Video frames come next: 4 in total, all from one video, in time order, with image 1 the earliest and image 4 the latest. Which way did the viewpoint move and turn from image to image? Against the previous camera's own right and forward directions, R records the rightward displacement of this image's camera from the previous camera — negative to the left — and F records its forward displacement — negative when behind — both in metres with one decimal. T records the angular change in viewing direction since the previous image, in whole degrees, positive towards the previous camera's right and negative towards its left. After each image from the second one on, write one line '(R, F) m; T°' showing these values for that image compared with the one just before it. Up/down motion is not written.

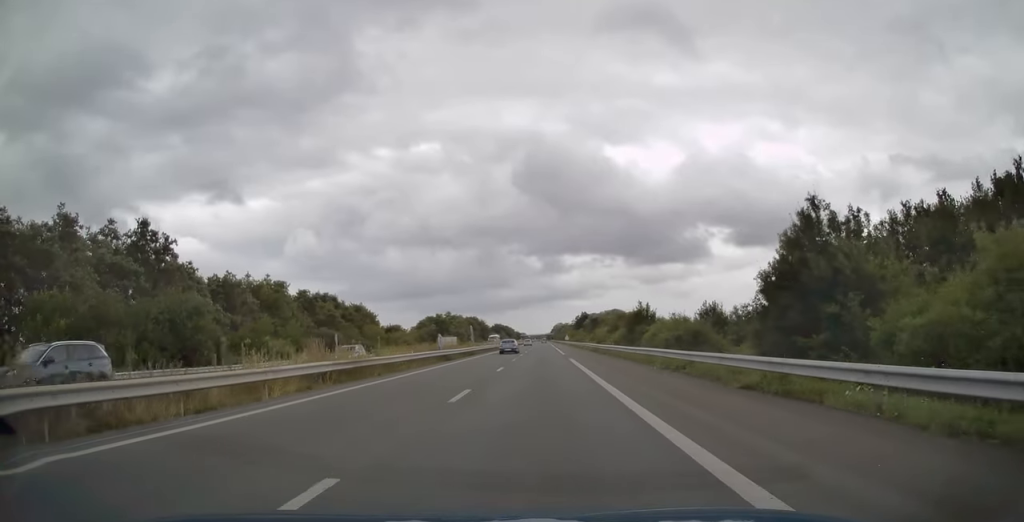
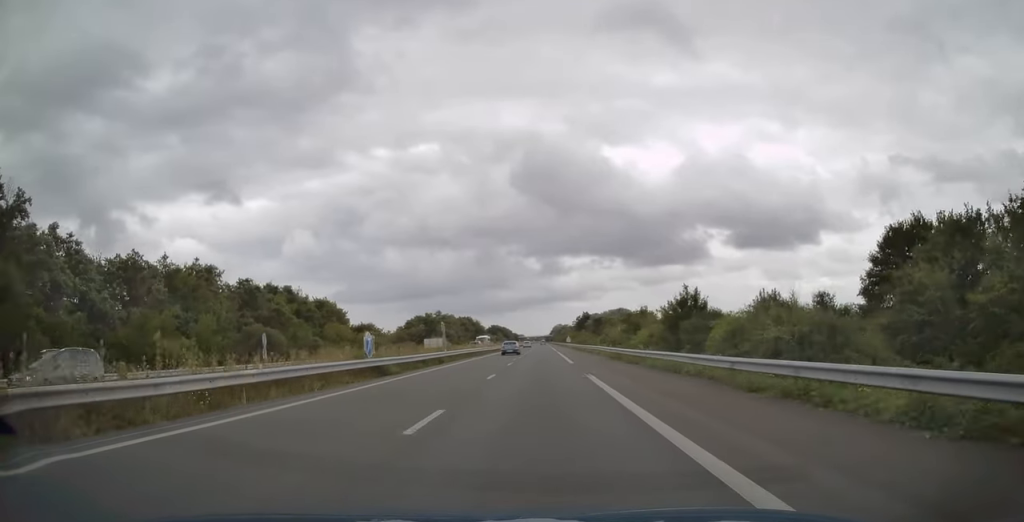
(-0.1, +17.2) m; 0°
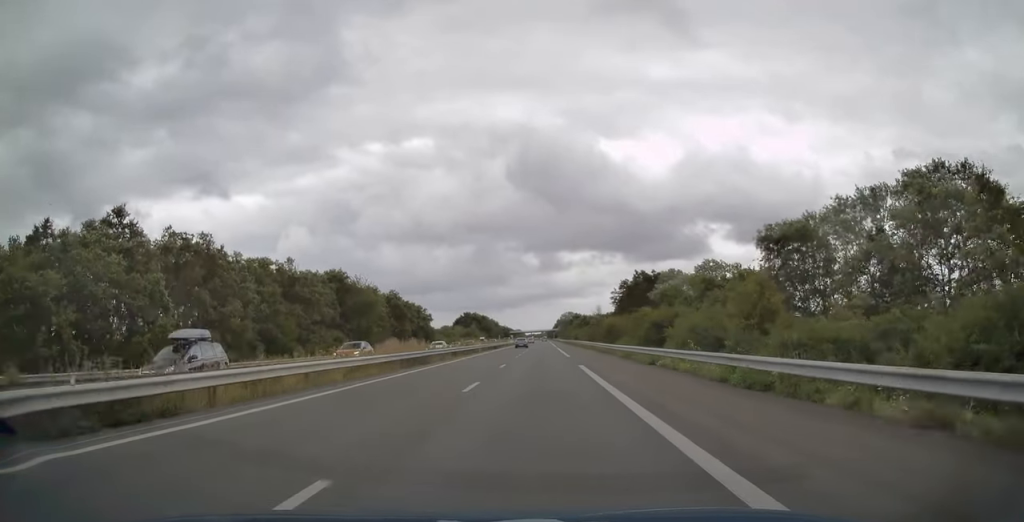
(-0.2, +147.5) m; -1°
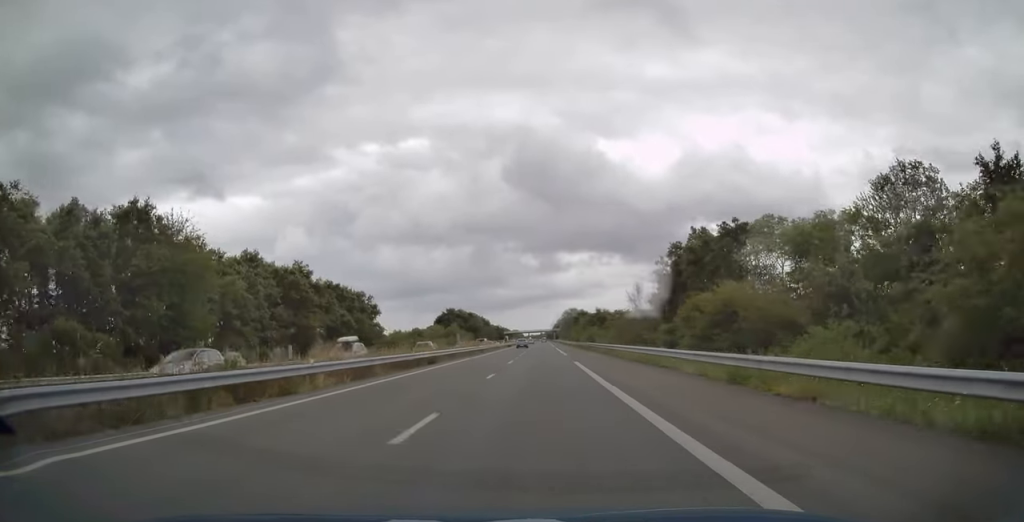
(+0.3, +46.0) m; +1°
